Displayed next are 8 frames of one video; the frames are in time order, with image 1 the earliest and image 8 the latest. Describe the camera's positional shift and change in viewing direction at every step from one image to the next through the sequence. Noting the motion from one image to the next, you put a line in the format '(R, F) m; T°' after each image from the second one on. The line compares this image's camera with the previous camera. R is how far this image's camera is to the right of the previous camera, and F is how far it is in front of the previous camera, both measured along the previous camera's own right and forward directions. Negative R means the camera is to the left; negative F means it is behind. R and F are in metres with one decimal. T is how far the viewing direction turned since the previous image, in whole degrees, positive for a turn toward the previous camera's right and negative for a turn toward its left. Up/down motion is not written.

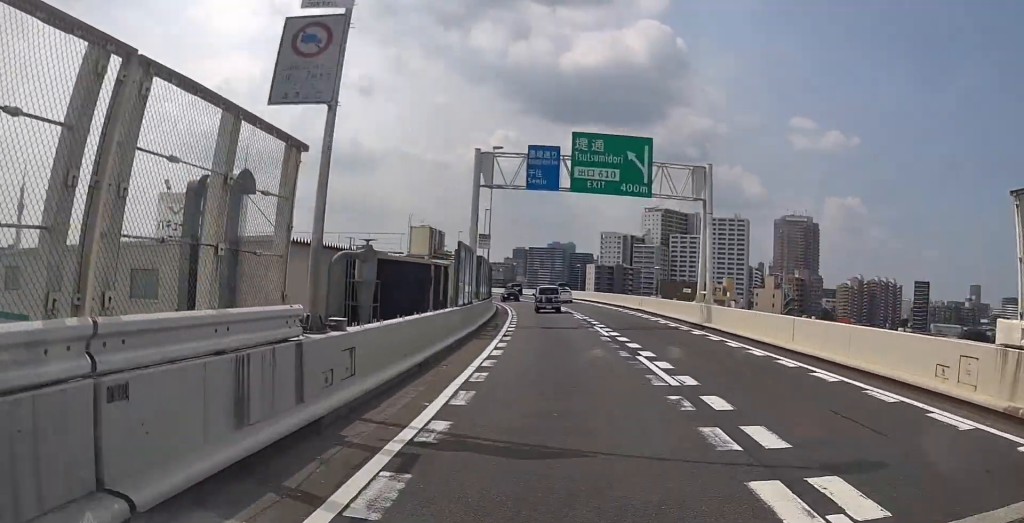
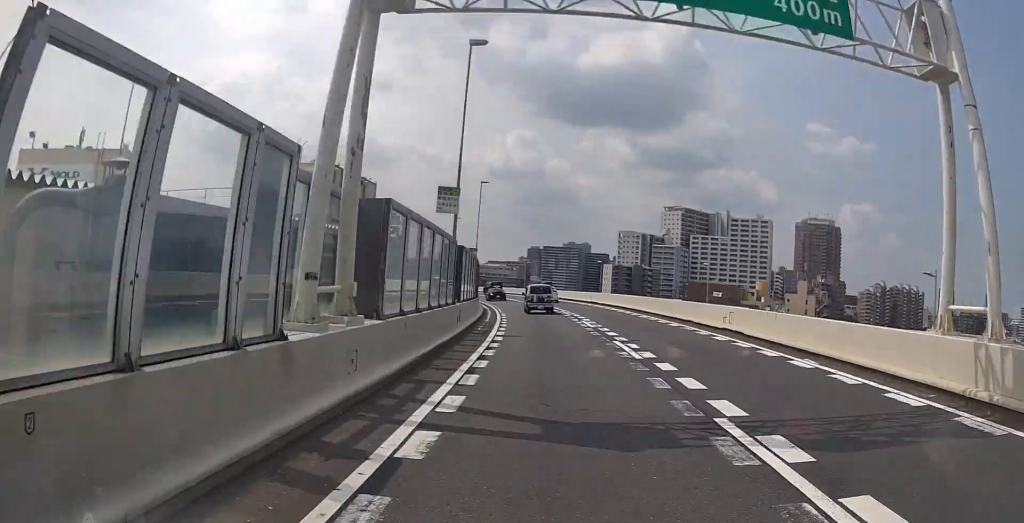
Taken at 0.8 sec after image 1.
(0.0, +16.8) m; 0°
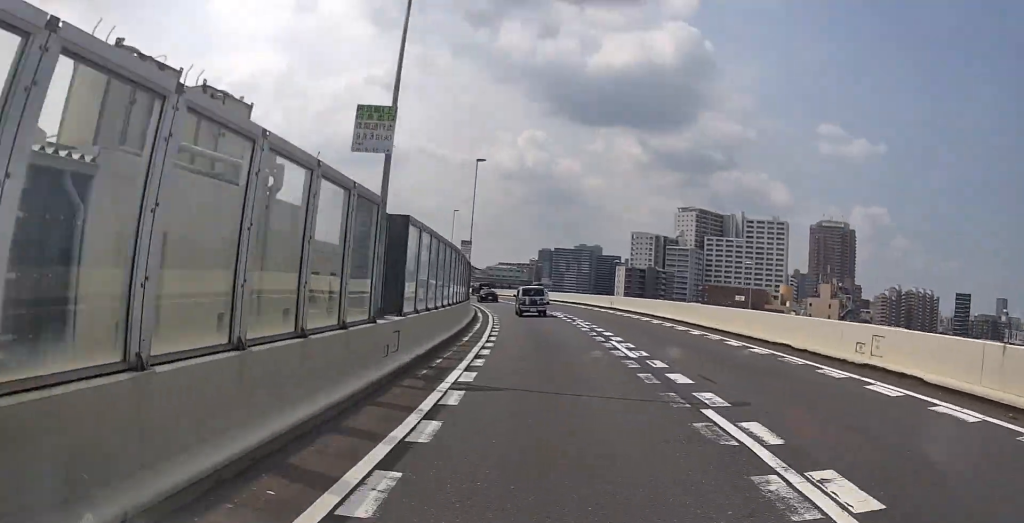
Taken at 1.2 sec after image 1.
(0.0, +9.5) m; 0°
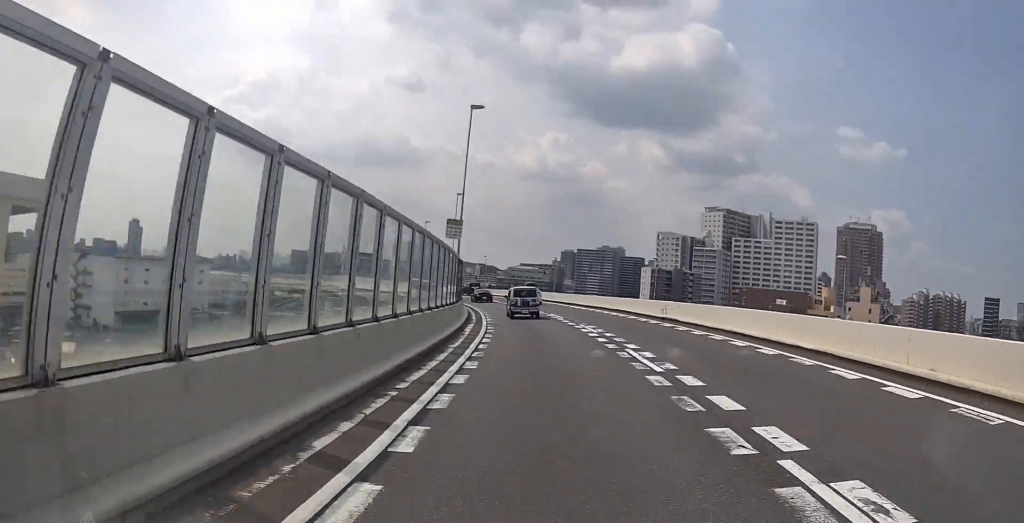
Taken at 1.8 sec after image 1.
(-0.1, +13.1) m; -1°
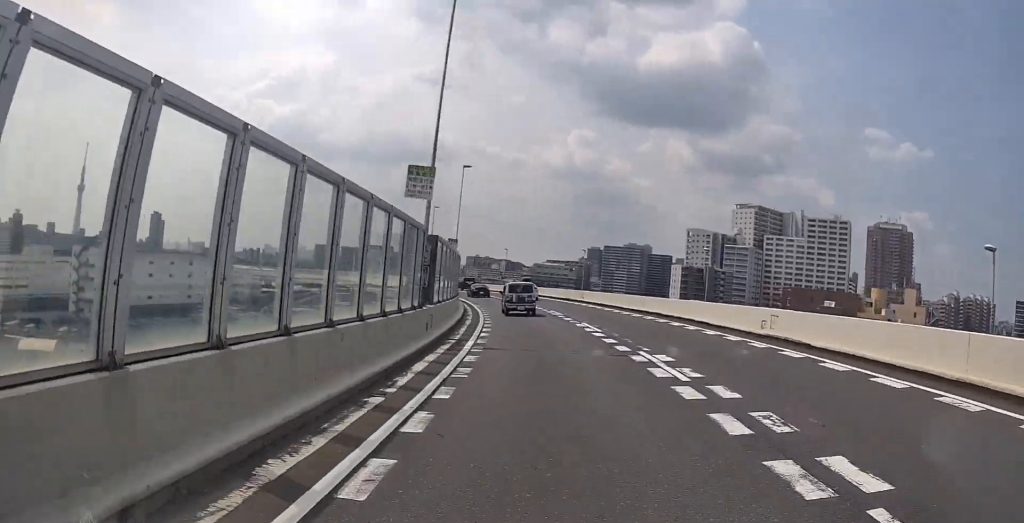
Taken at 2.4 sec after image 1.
(-0.1, +12.1) m; -1°
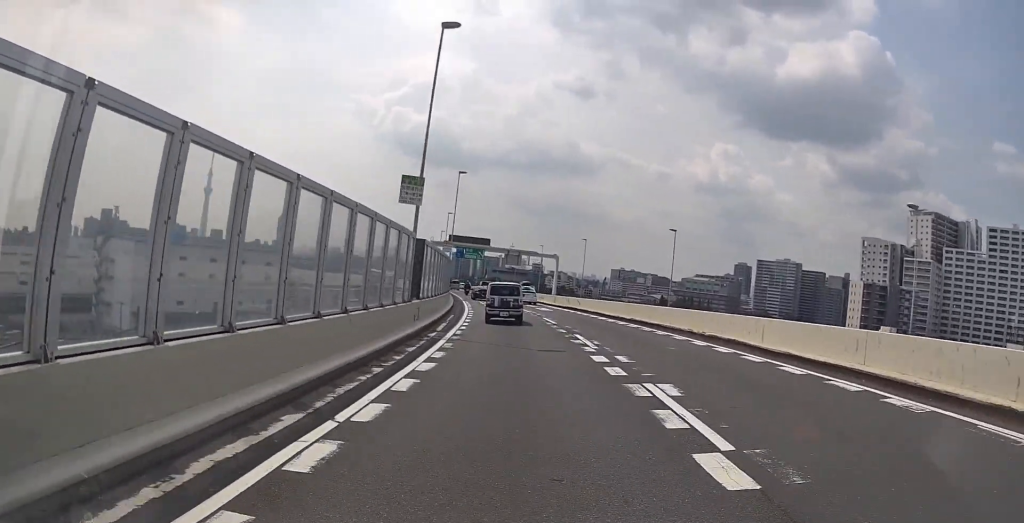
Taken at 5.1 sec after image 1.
(-3.0, +55.8) m; -7°
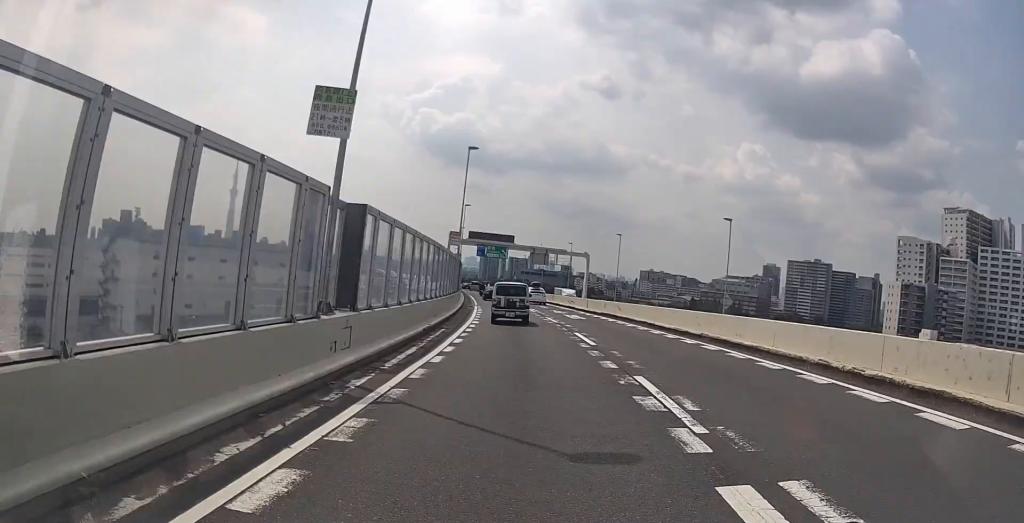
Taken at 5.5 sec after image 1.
(-0.1, +9.4) m; -2°
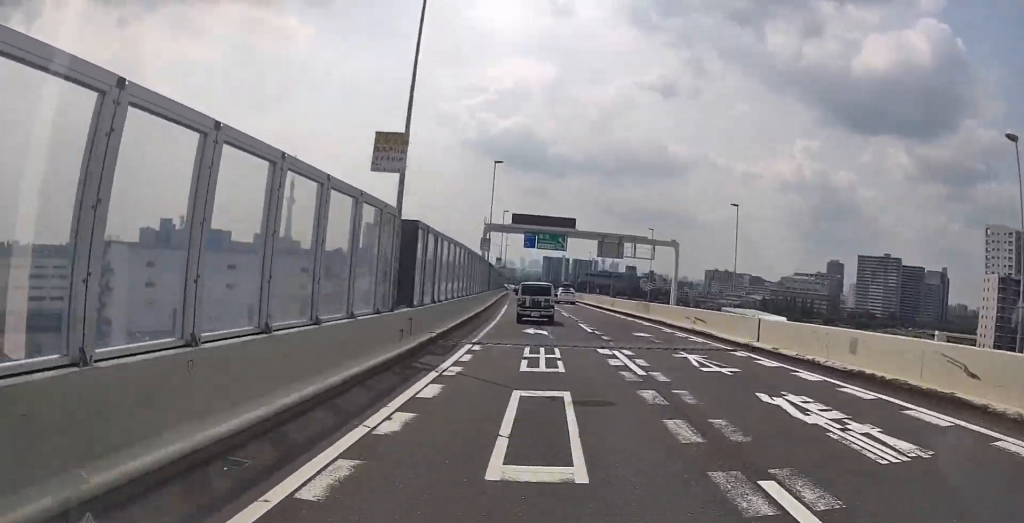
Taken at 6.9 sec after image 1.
(-1.9, +27.4) m; -10°
